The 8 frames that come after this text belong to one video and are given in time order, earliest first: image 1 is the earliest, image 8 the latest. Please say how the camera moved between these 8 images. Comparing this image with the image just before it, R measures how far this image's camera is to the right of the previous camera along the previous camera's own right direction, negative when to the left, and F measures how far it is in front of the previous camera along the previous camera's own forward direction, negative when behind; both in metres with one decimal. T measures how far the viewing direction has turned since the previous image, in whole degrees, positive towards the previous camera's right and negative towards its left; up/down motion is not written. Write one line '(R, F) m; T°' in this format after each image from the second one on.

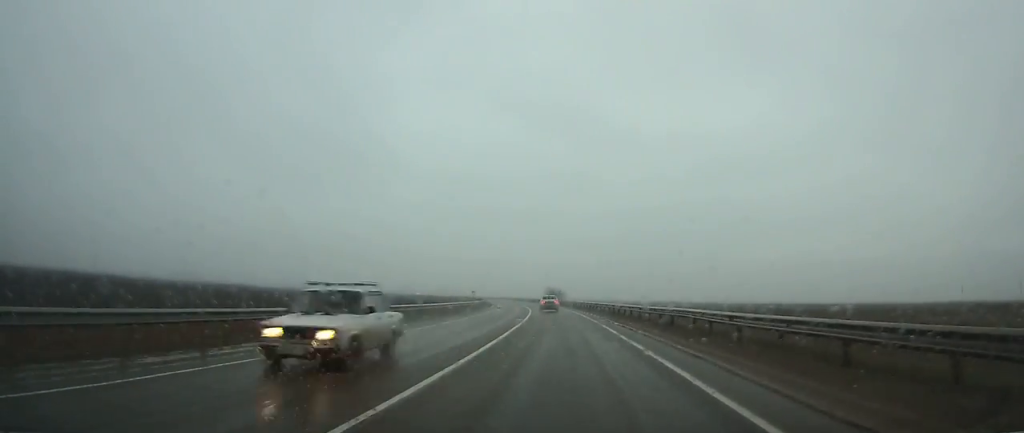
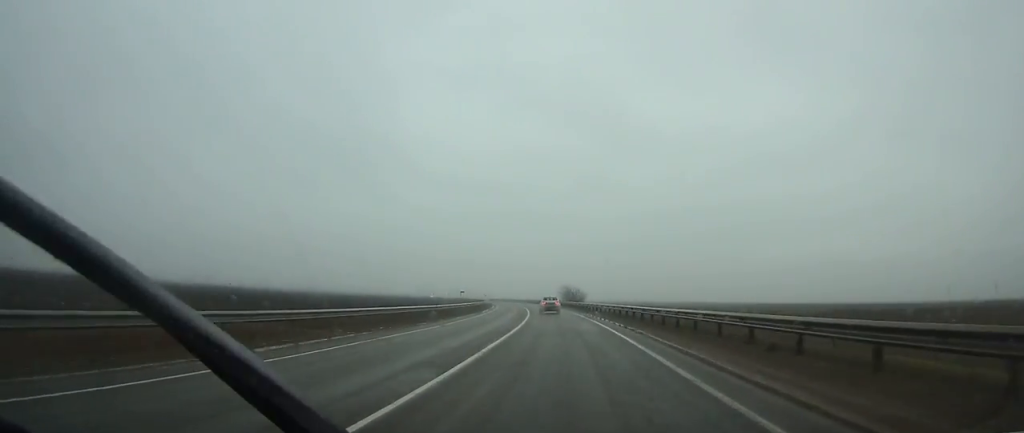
(-0.4, +24.6) m; -2°
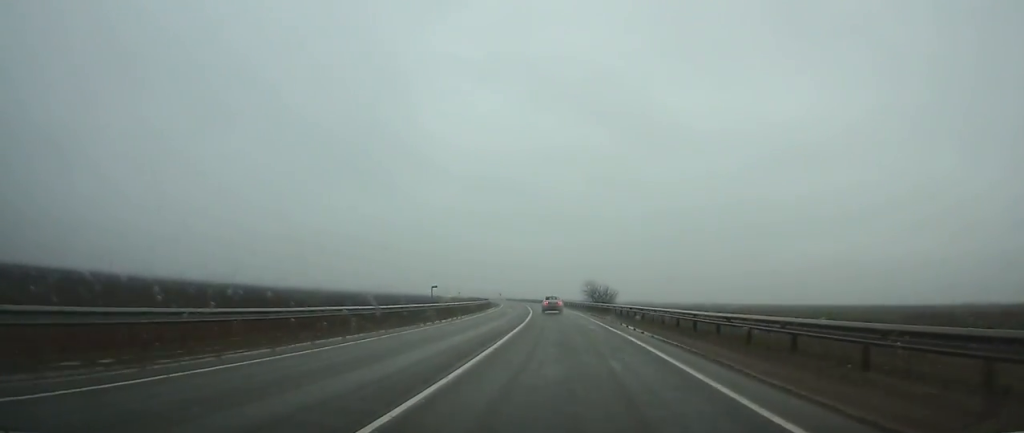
(-0.5, +26.0) m; -2°
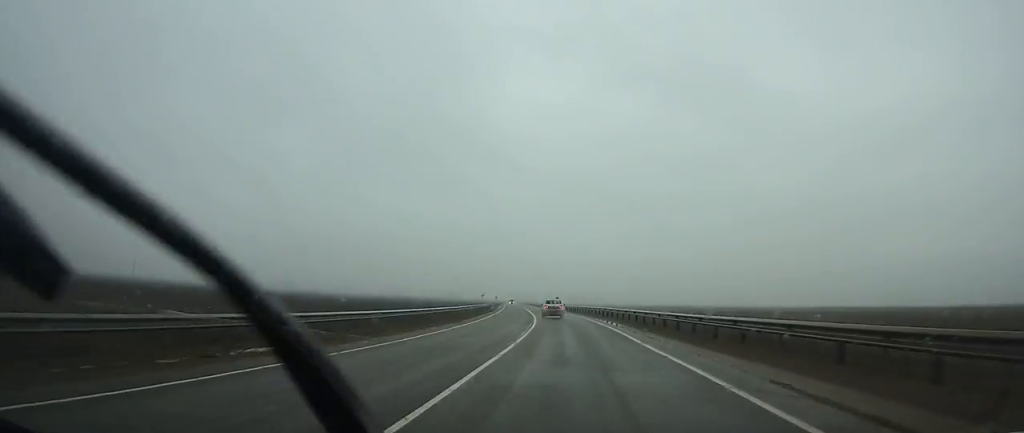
(-8.7, +114.2) m; -8°
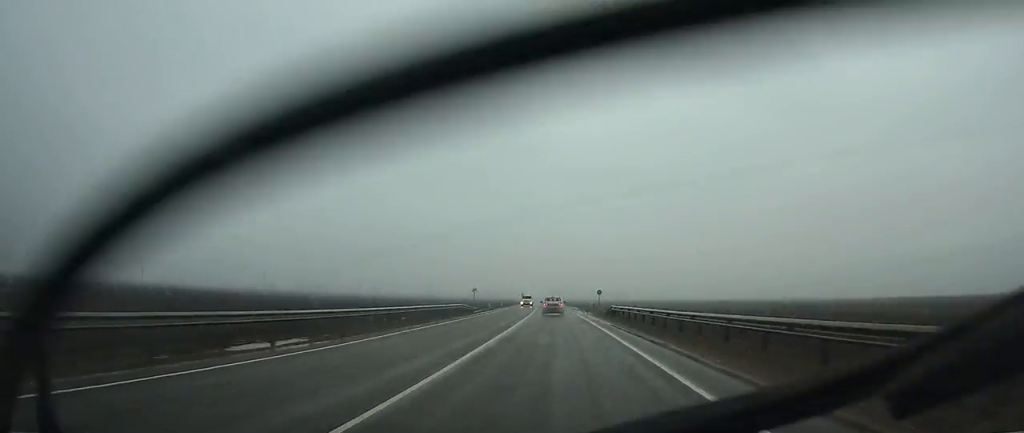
(-1.8, +57.0) m; -3°
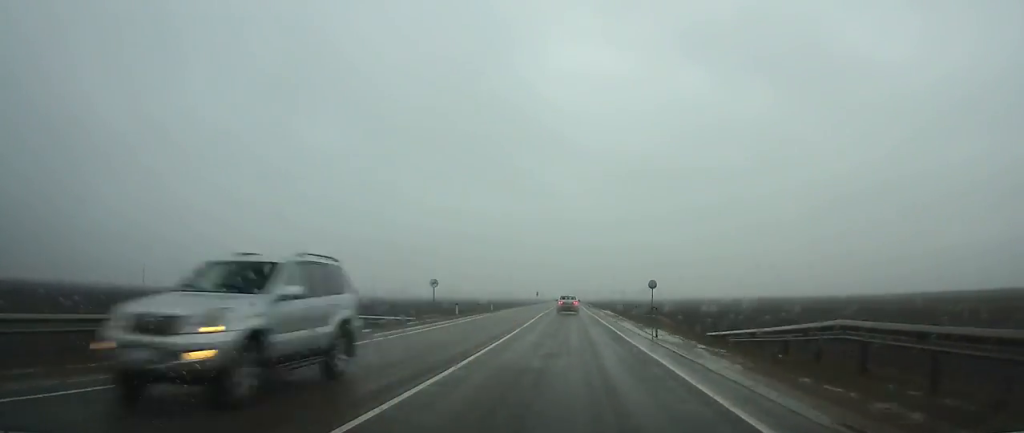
(-0.5, +36.1) m; -1°
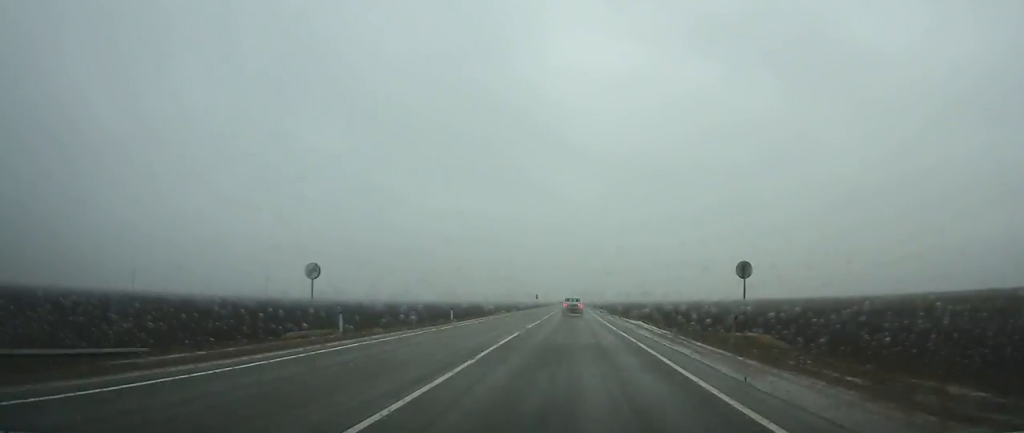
(-0.1, +24.1) m; 0°
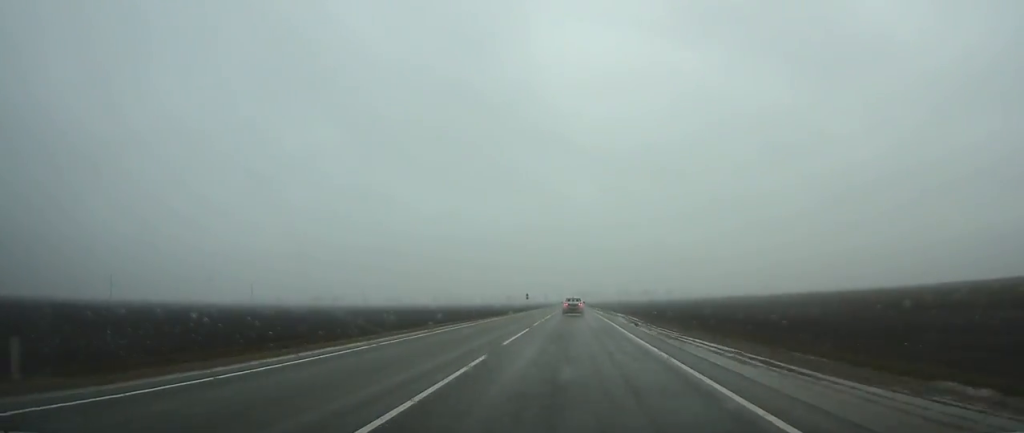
(+0.1, +34.9) m; 0°
